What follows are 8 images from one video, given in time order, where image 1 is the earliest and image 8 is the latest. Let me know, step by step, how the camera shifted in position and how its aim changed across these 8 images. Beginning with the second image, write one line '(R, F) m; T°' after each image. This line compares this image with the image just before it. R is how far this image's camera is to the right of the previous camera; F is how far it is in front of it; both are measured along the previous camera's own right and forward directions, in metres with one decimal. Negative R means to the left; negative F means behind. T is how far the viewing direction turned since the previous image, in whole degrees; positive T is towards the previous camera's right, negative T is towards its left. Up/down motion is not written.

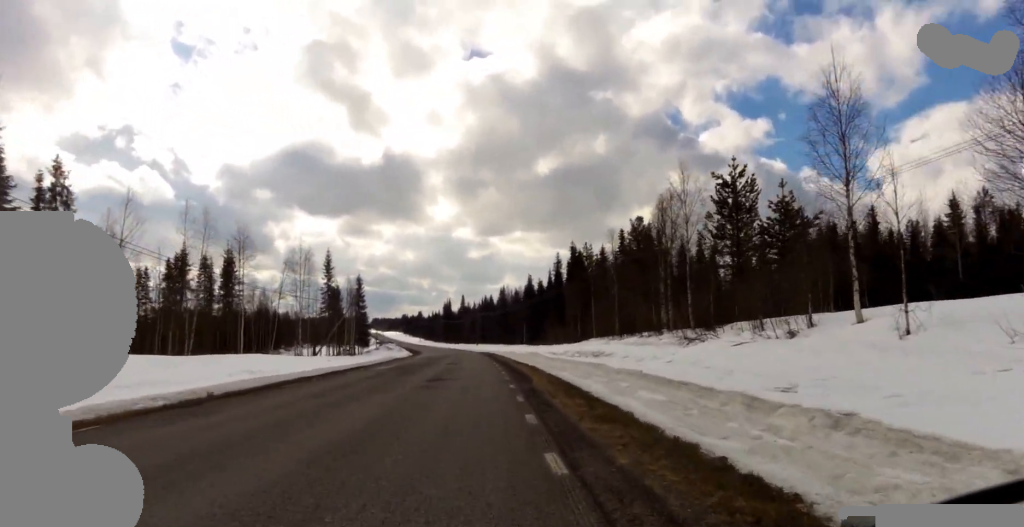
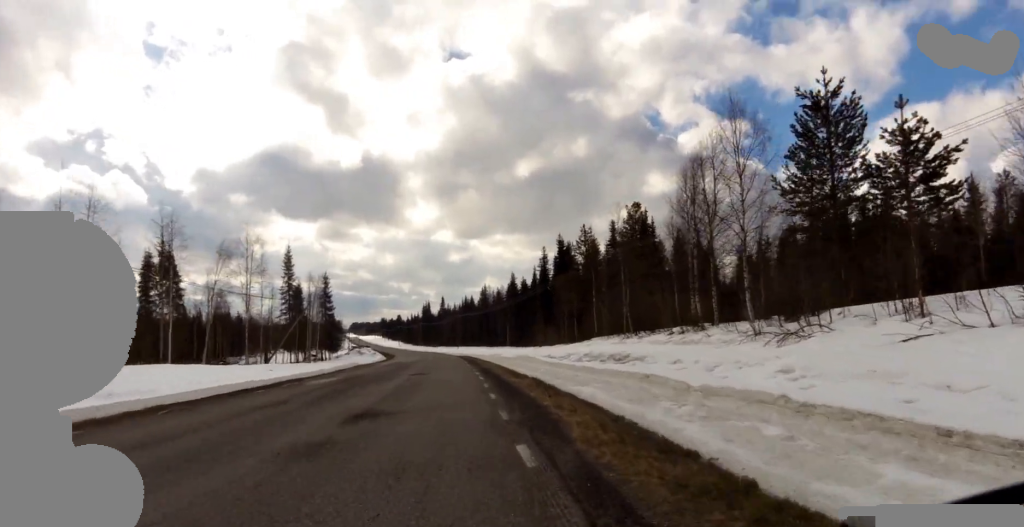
(+0.4, +8.4) m; +1°
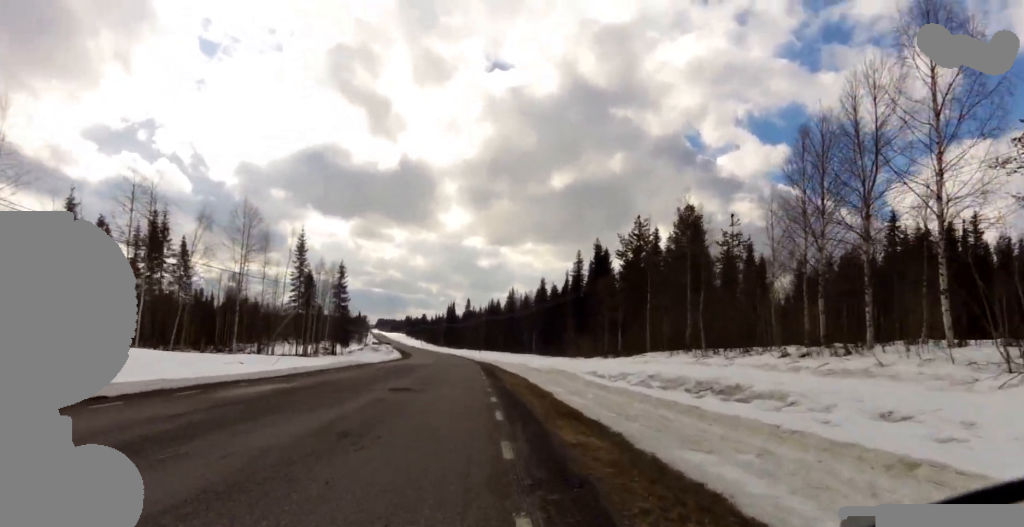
(-0.3, +7.8) m; -5°
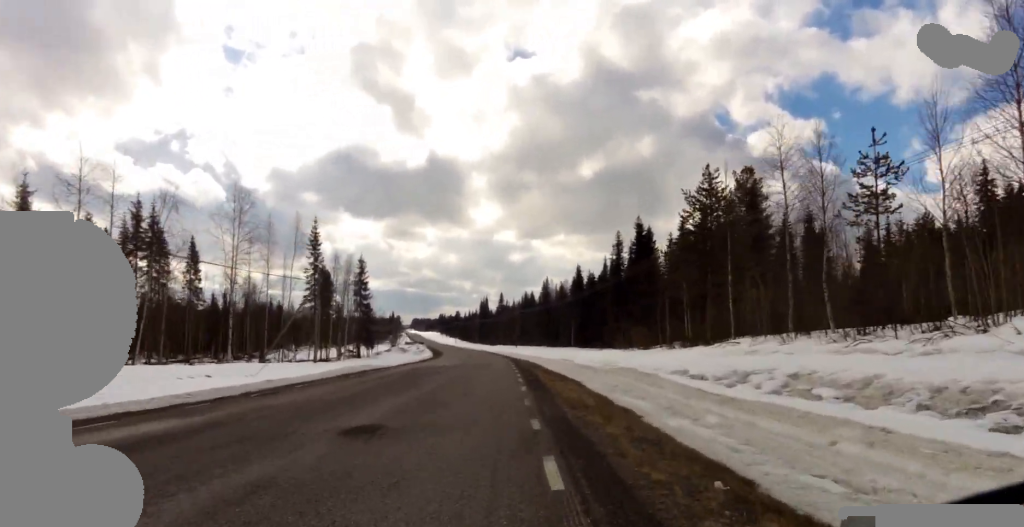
(-0.3, +7.3) m; -4°
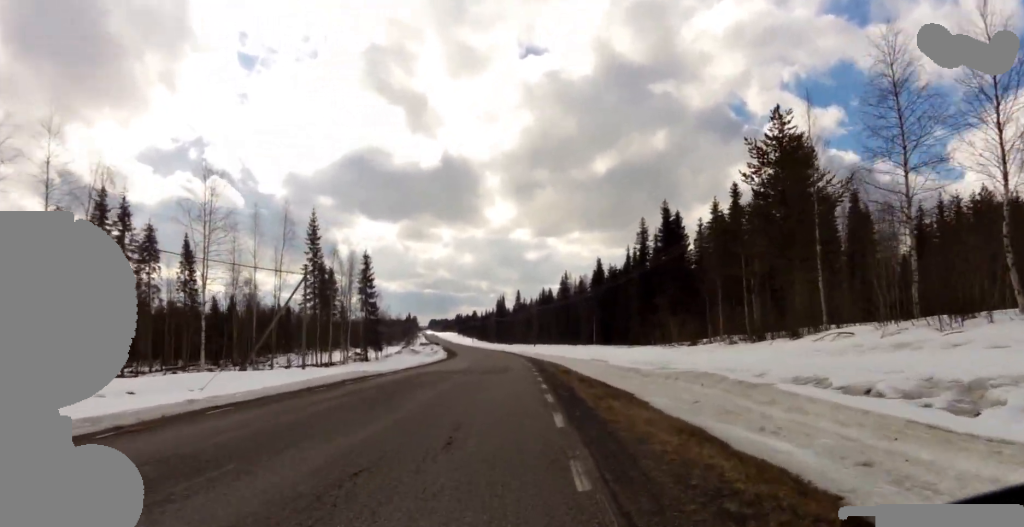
(-0.1, +6.3) m; -1°
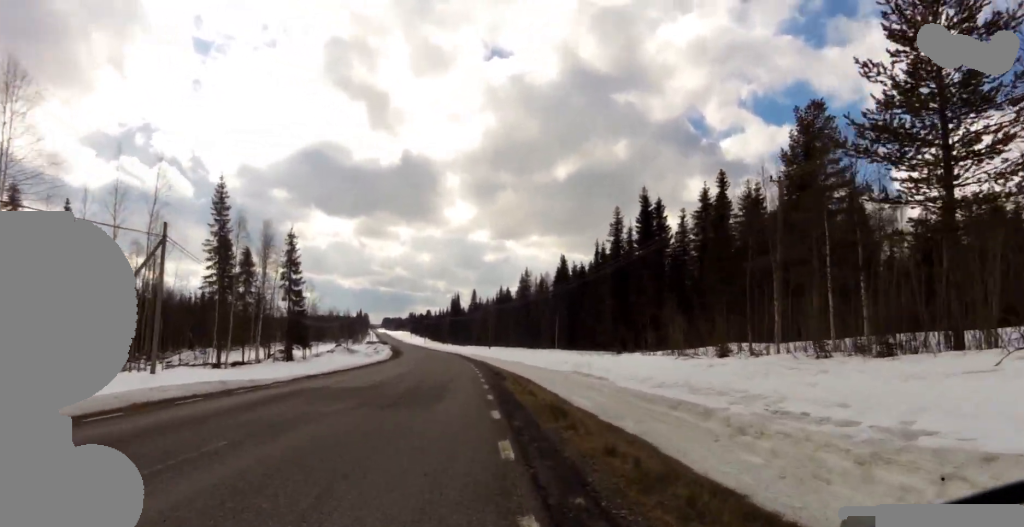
(-0.2, +11.3) m; 0°
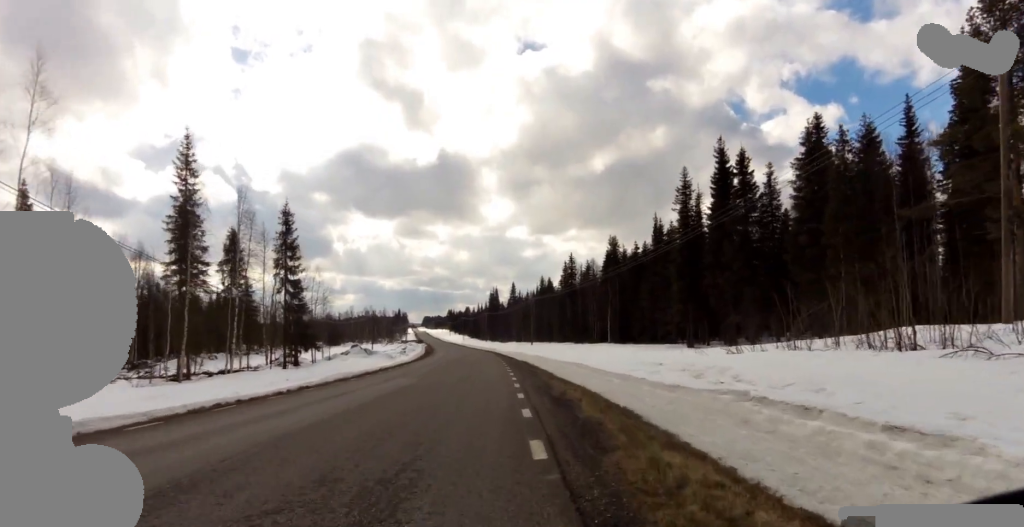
(+0.2, +12.6) m; +1°
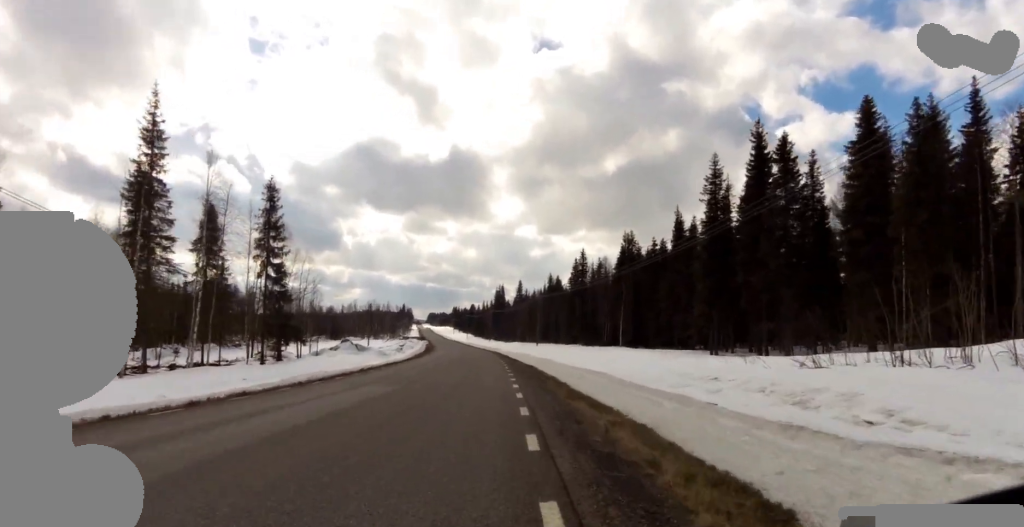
(-0.1, +5.6) m; -2°
